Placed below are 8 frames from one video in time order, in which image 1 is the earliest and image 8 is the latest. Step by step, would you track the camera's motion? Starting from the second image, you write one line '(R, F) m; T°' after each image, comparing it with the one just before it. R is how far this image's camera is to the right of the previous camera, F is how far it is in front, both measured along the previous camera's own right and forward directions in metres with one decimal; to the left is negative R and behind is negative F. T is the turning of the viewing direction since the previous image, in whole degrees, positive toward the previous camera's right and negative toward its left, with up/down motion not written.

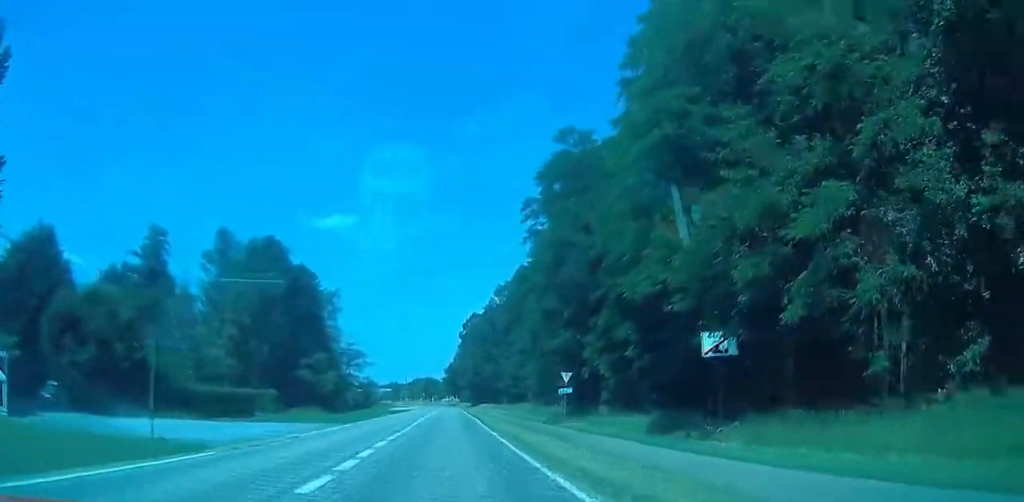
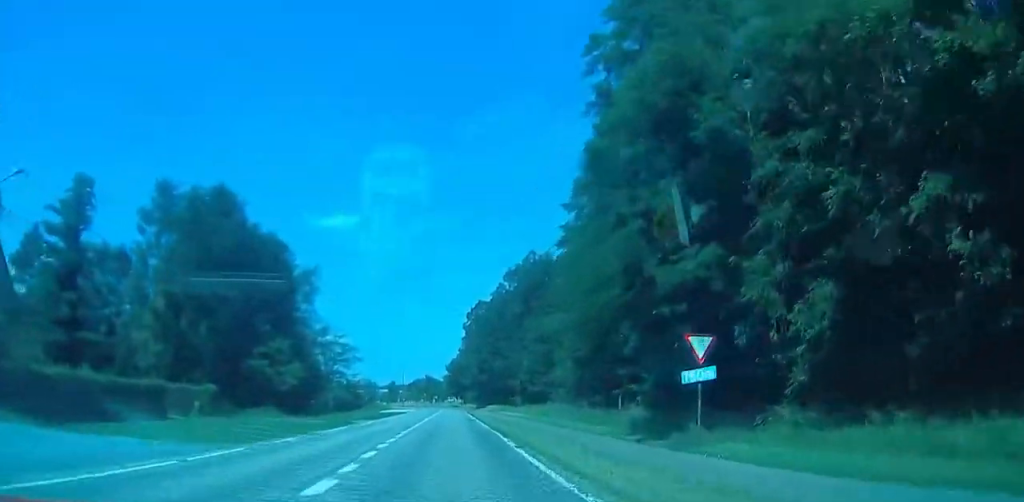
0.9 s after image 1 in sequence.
(-0.3, +17.4) m; -1°
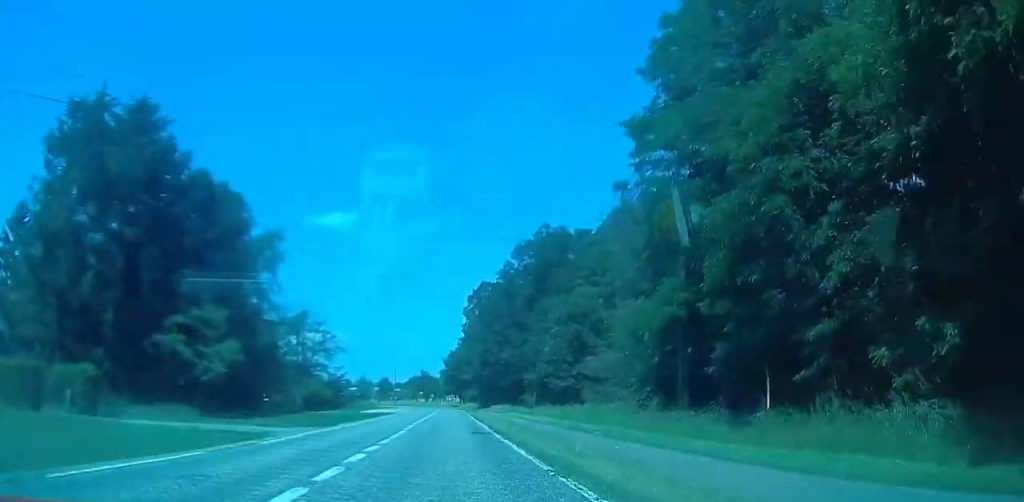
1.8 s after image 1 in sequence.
(-0.3, +16.6) m; 0°
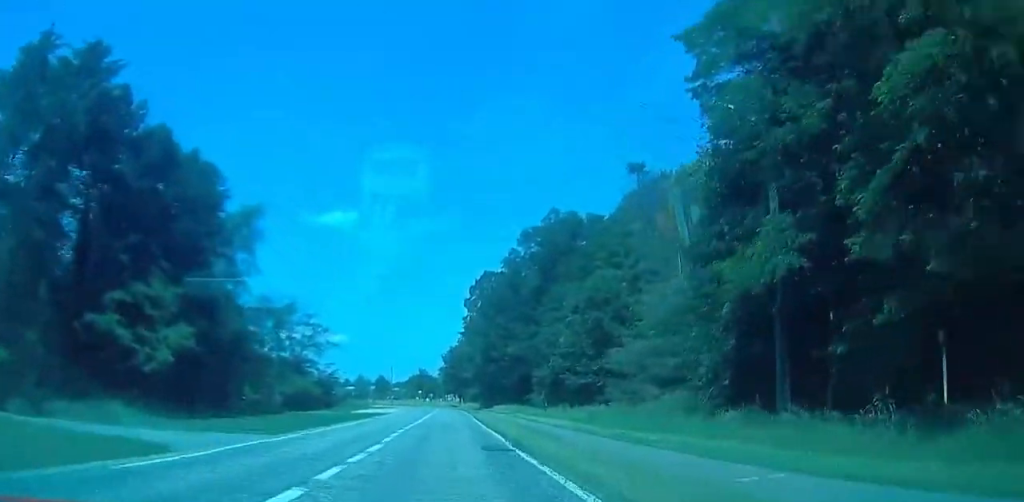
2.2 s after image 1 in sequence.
(+0.3, +7.5) m; 0°
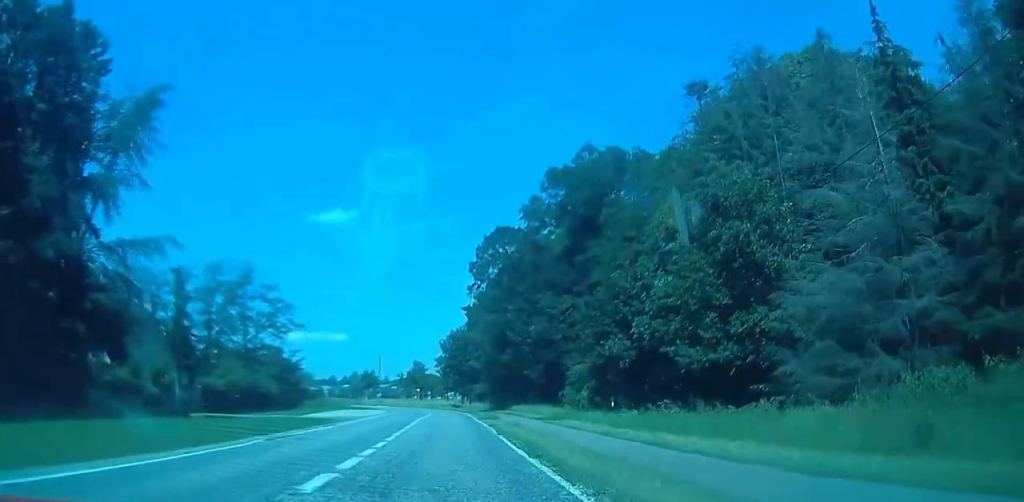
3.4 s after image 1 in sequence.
(-0.1, +22.2) m; 0°
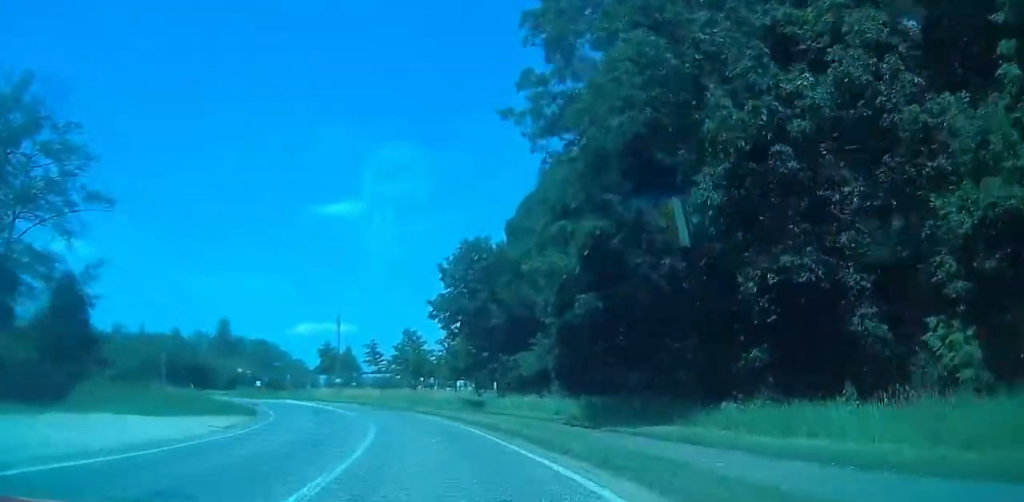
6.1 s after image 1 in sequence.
(+0.8, +47.2) m; 0°
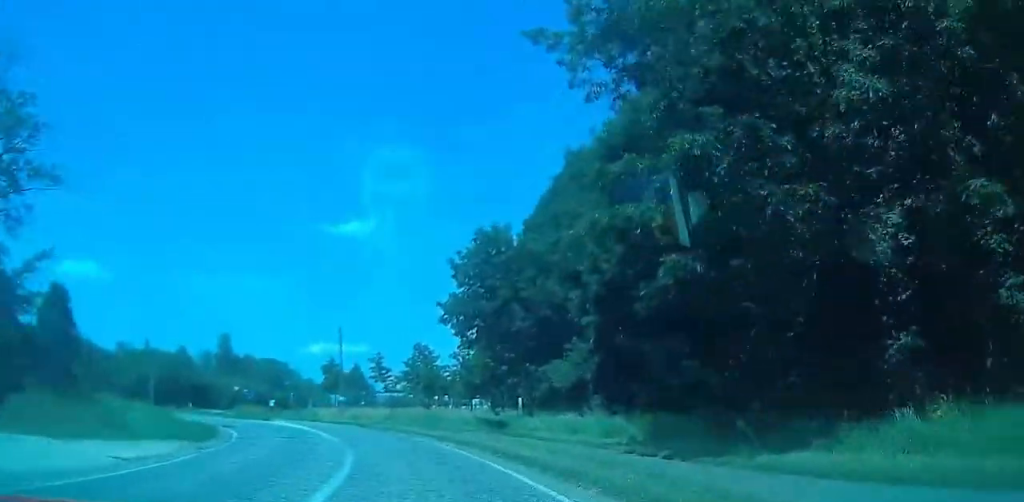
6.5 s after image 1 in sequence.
(+0.4, +6.7) m; -1°
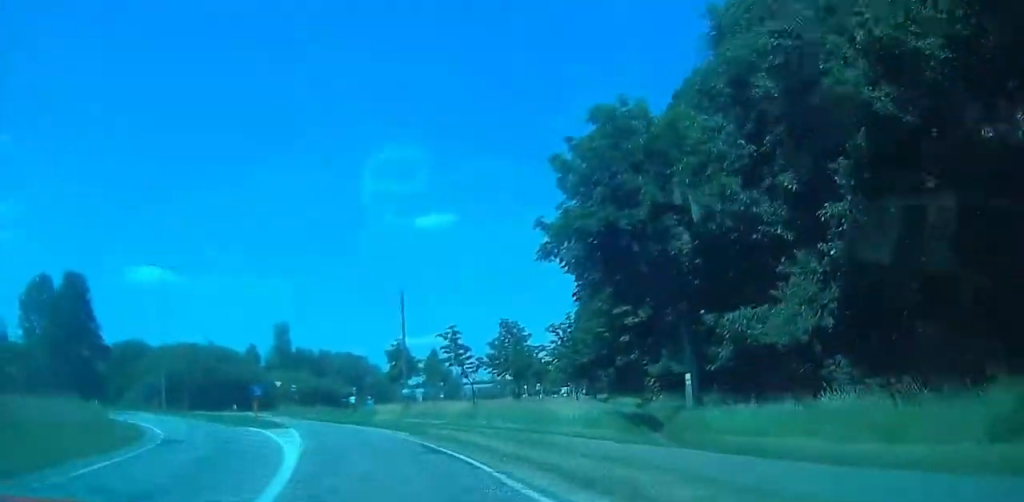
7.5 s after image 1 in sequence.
(-1.3, +14.2) m; -6°
